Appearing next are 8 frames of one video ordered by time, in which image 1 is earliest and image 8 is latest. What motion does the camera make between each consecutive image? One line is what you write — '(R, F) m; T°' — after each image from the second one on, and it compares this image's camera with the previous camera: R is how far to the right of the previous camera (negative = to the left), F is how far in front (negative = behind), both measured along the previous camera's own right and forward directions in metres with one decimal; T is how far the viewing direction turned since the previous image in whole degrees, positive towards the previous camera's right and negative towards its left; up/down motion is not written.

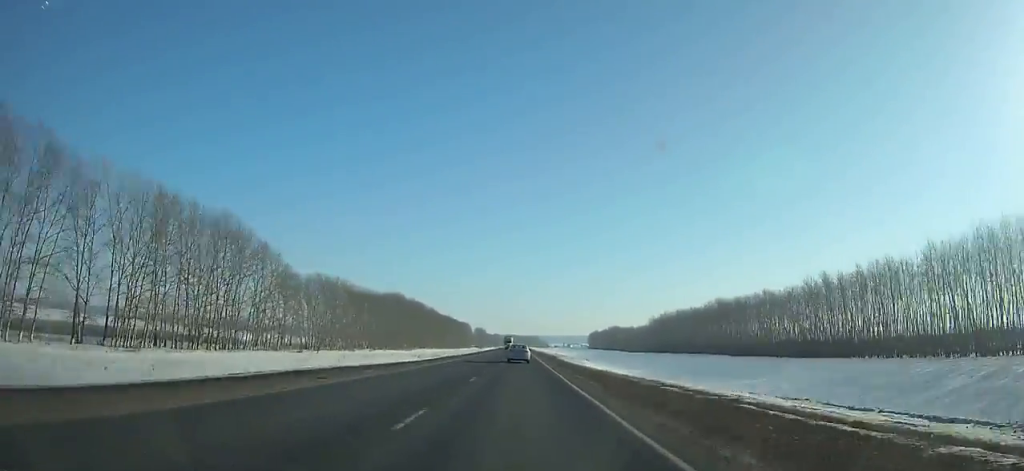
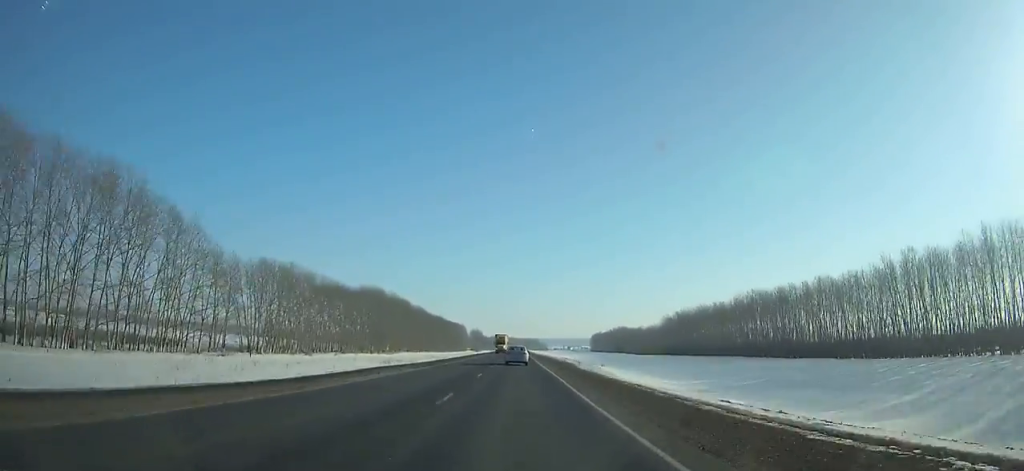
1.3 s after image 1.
(0.0, +31.1) m; 0°
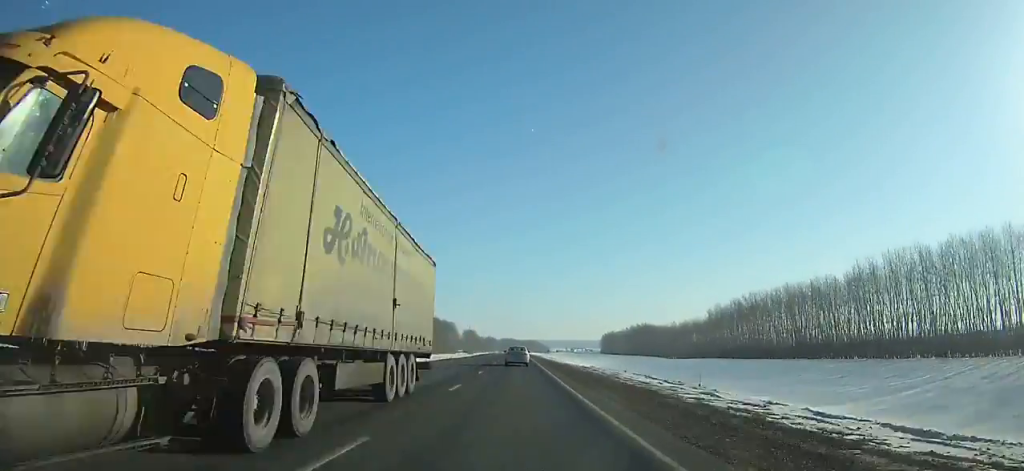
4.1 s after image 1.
(+0.2, +68.0) m; 0°
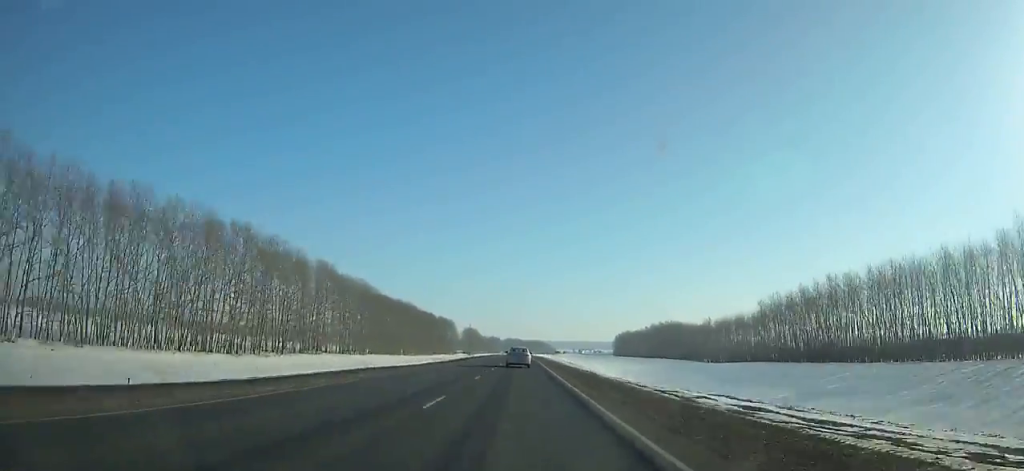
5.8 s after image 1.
(0.0, +41.4) m; 0°
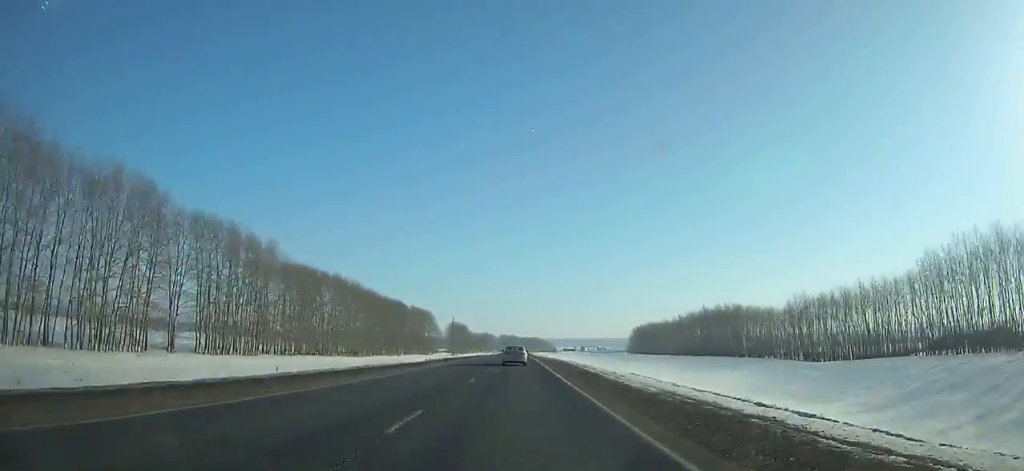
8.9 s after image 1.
(-0.1, +75.3) m; 0°
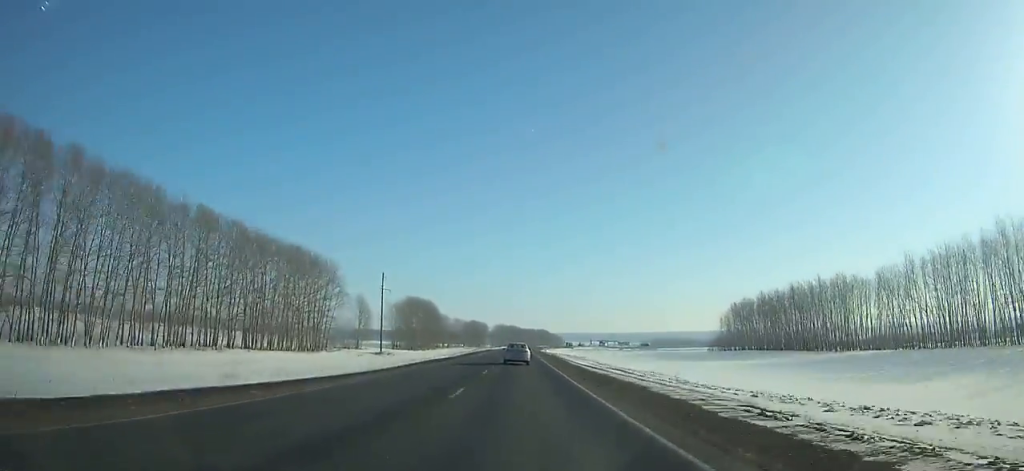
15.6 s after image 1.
(+0.2, +159.6) m; 0°
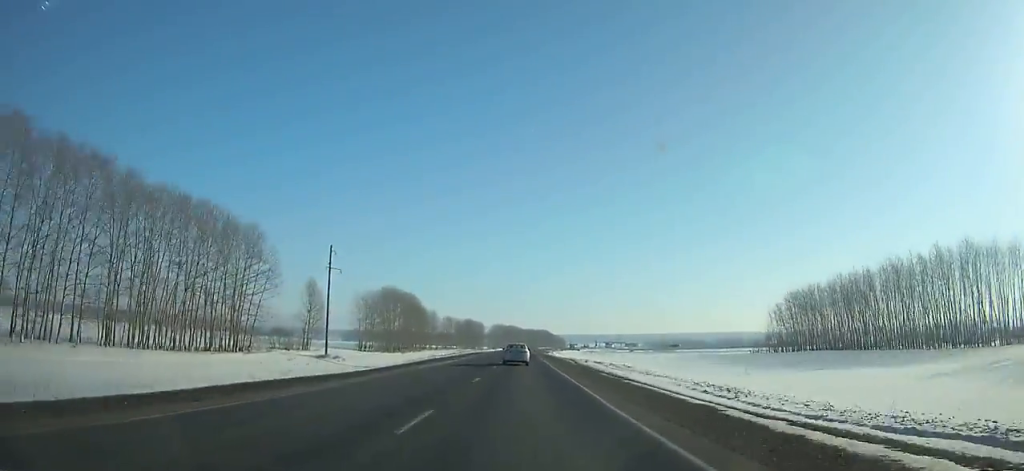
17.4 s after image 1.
(+0.1, +41.4) m; 0°
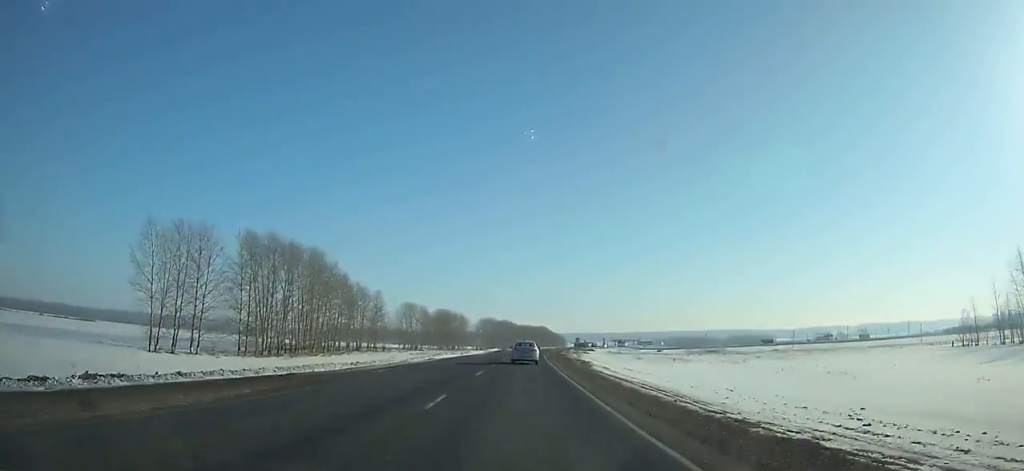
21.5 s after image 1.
(+0.5, +92.2) m; +1°
